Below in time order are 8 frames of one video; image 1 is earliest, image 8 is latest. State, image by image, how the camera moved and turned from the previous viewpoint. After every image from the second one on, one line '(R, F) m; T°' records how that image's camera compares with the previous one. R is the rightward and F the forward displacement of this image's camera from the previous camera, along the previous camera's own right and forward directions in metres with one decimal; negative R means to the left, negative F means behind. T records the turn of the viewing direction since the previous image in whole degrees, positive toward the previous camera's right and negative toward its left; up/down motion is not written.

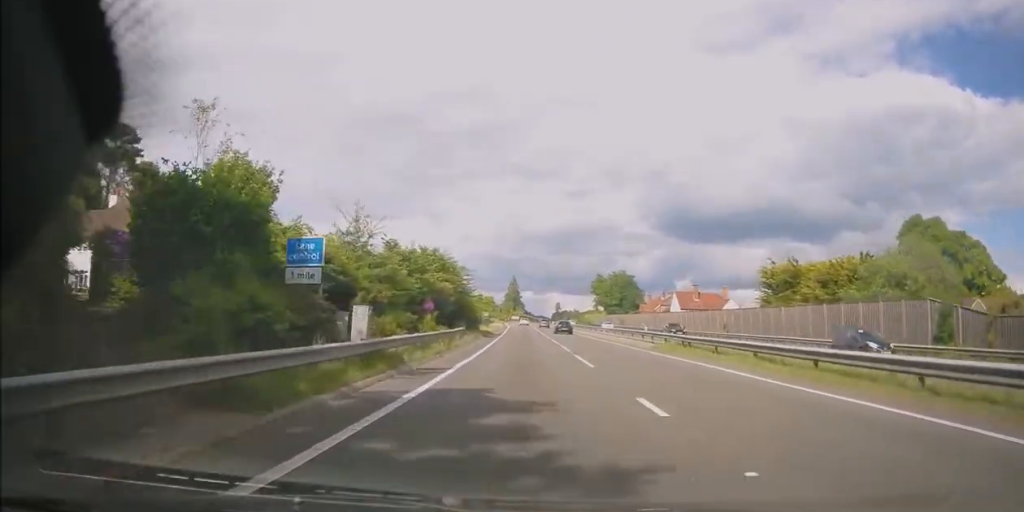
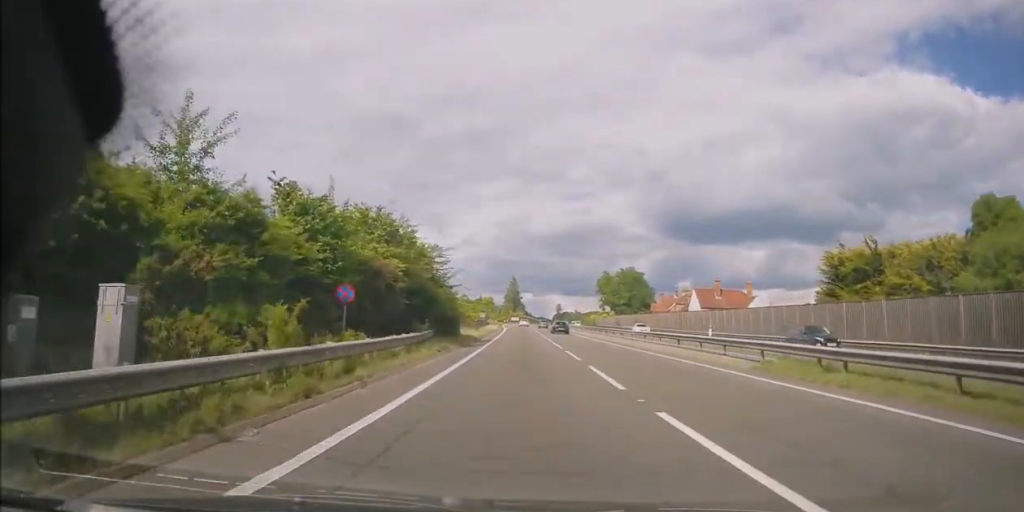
(+0.1, +14.9) m; 0°
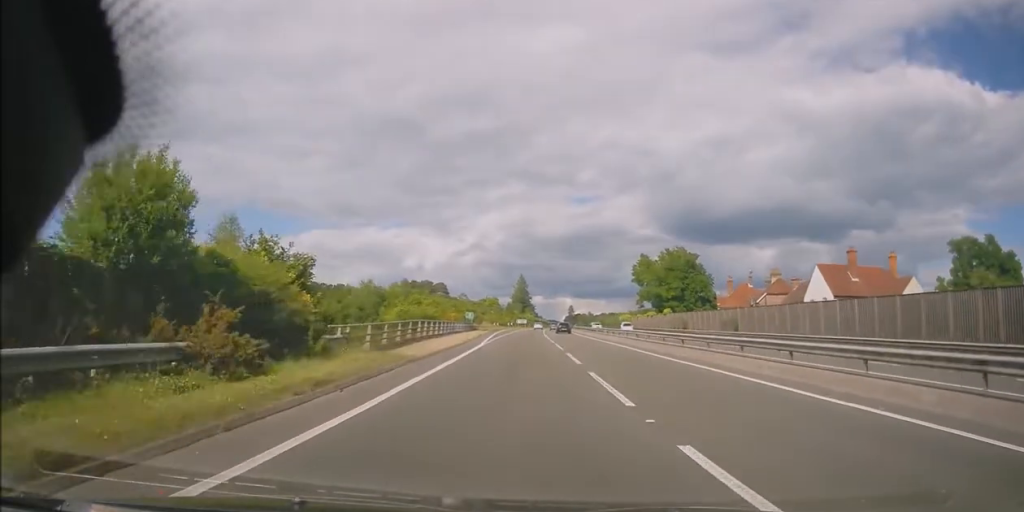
(-0.9, +48.4) m; -1°
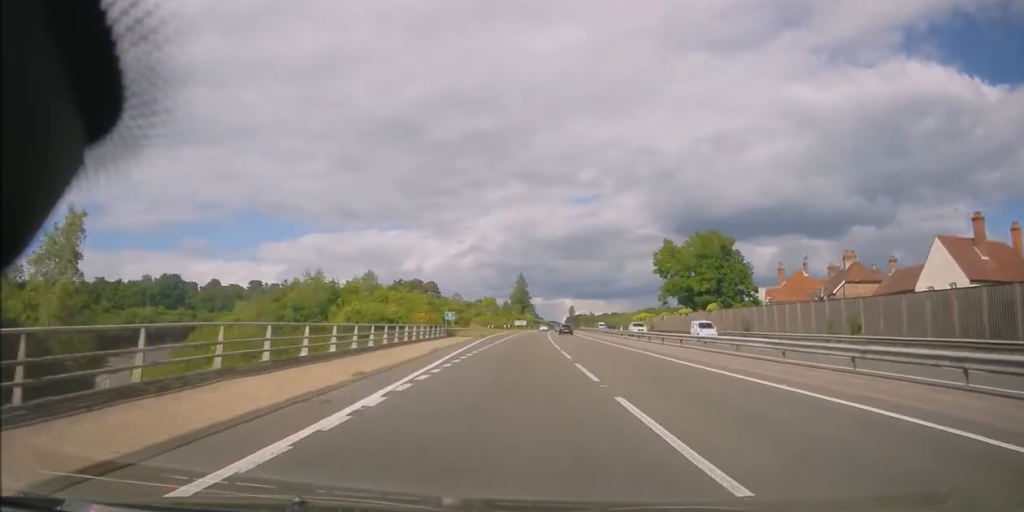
(+0.5, +23.2) m; 0°
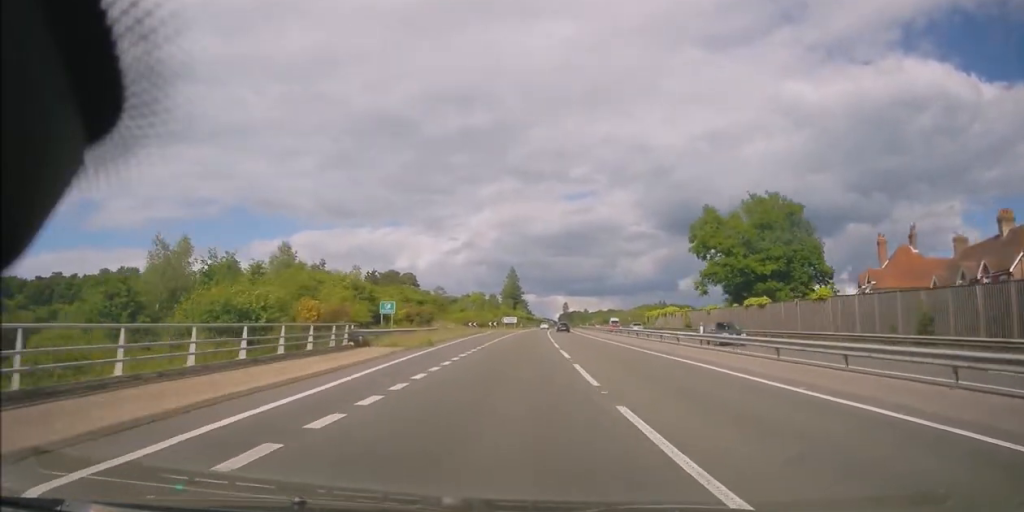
(-0.2, +28.7) m; -1°
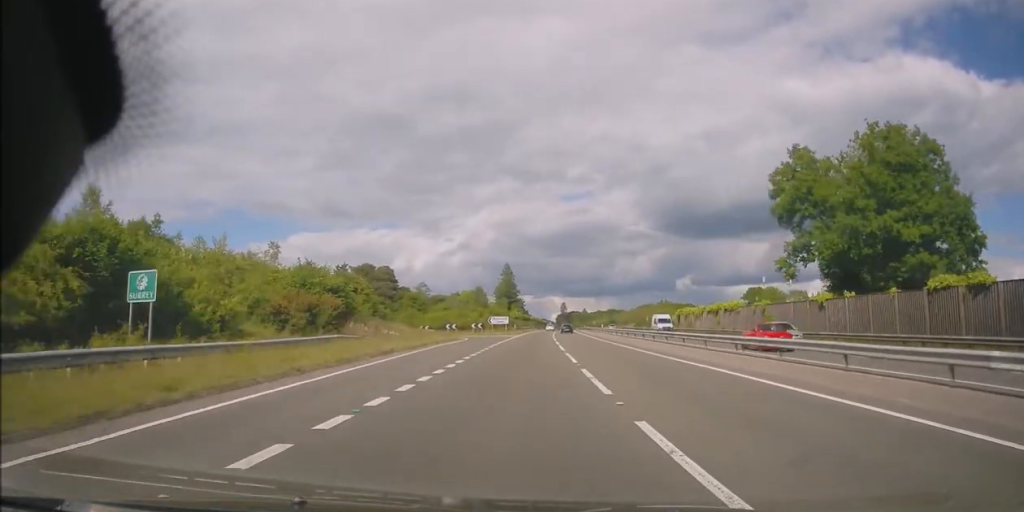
(-0.1, +27.6) m; +1°
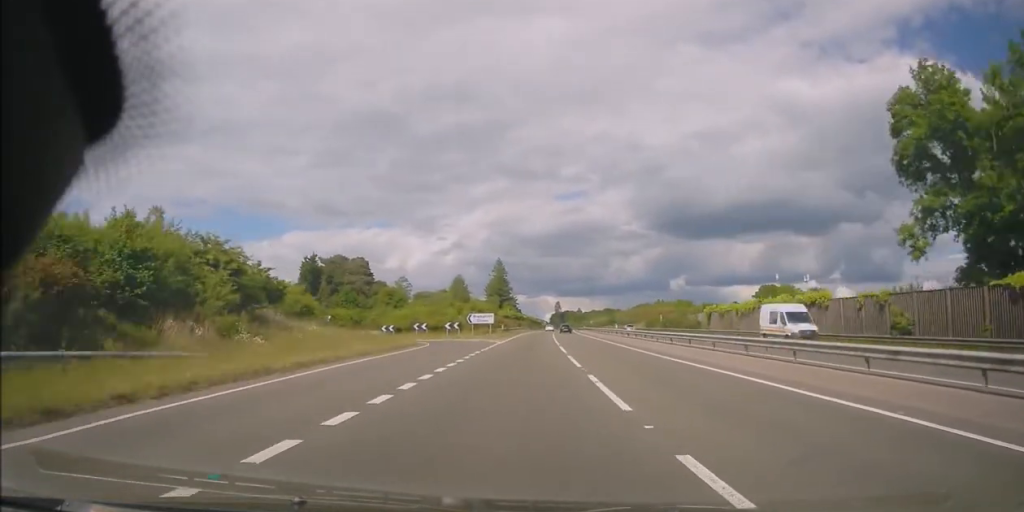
(+0.2, +20.2) m; +1°
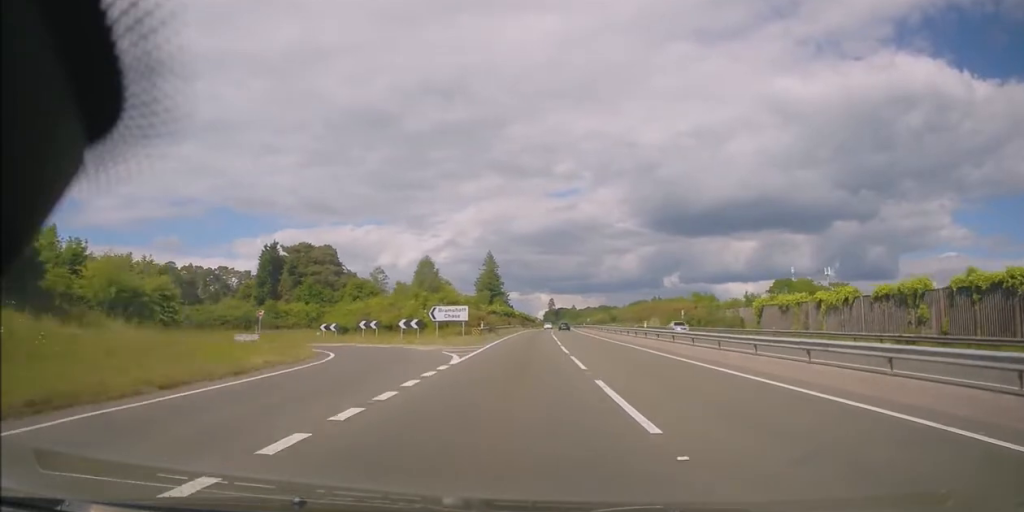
(+0.2, +20.2) m; +1°
